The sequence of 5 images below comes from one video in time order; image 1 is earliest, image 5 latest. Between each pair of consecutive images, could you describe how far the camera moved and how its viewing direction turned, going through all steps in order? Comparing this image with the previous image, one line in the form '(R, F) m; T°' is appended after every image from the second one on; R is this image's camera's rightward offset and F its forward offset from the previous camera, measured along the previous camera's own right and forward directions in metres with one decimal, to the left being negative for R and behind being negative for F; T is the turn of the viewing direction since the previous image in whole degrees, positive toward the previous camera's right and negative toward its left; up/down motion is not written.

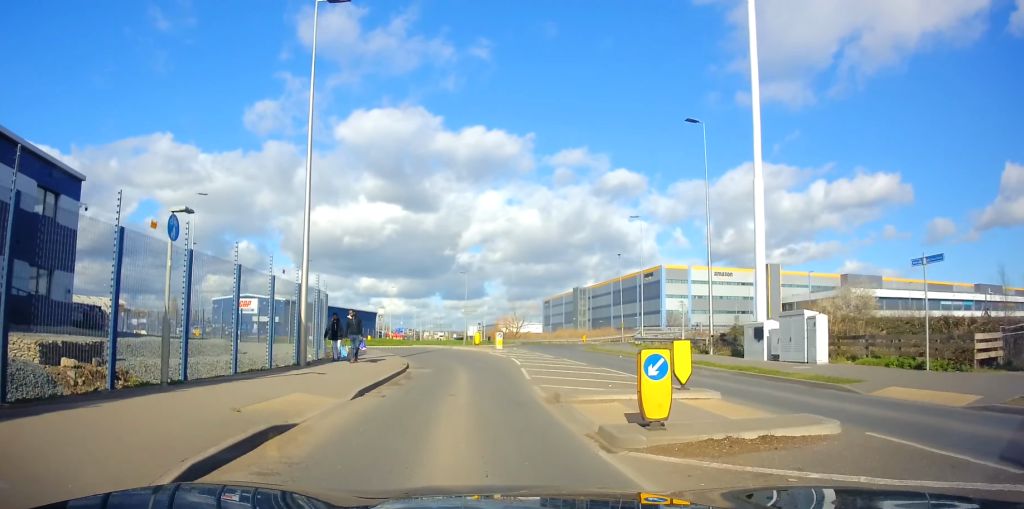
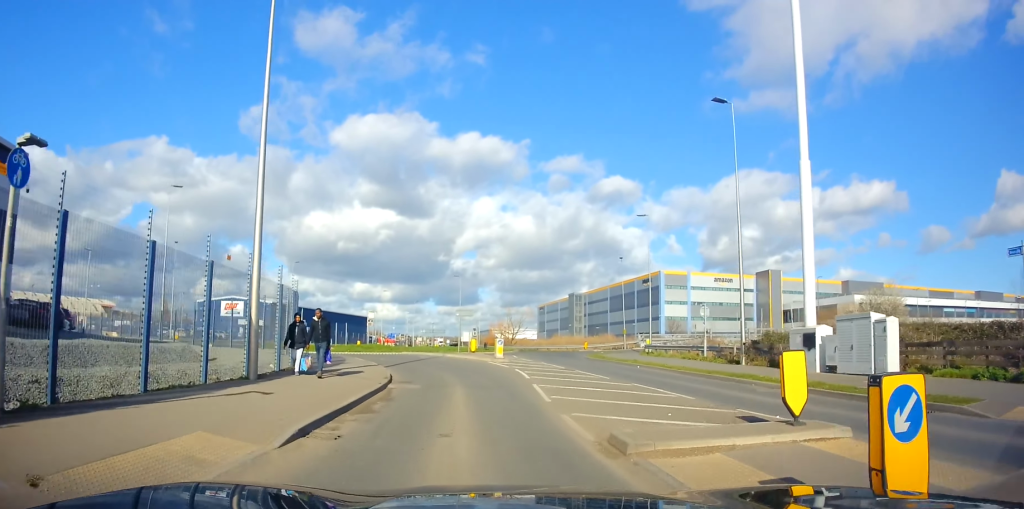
(-0.1, +4.0) m; 0°
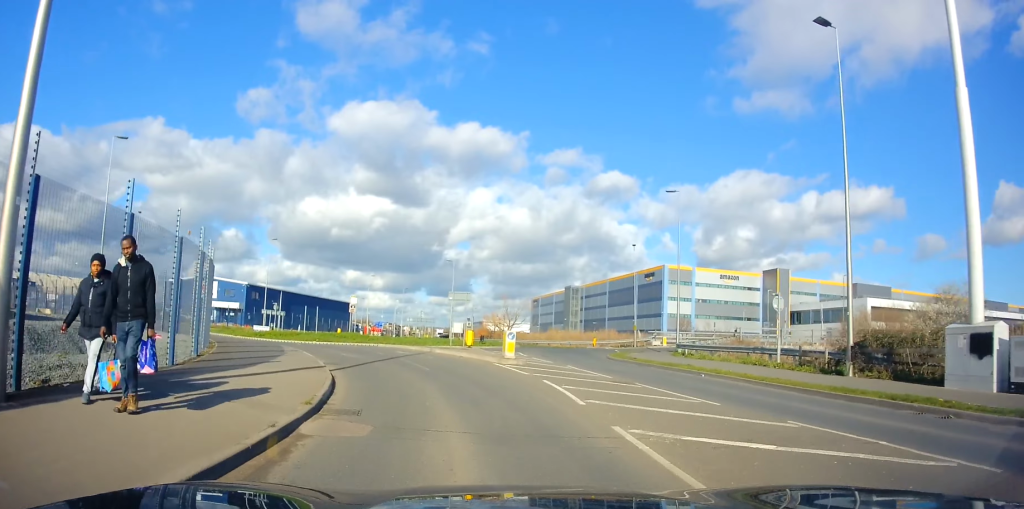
(0.0, +8.2) m; -1°
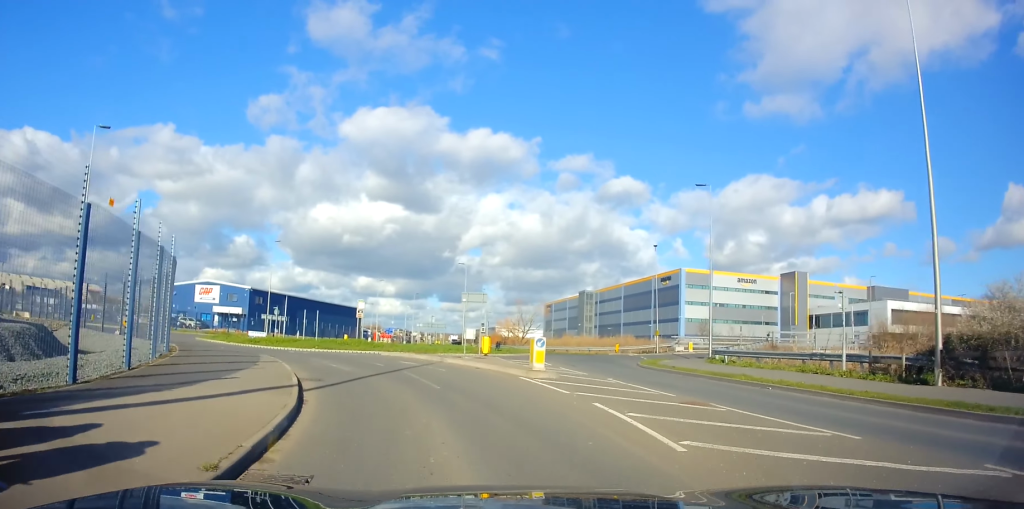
(+0.1, +3.7) m; 0°
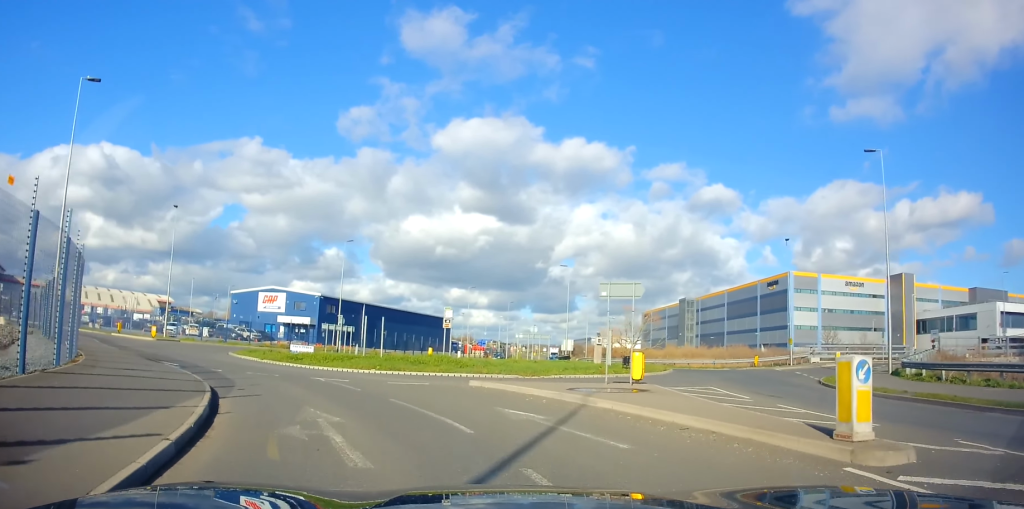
(-0.5, +10.1) m; -8°
